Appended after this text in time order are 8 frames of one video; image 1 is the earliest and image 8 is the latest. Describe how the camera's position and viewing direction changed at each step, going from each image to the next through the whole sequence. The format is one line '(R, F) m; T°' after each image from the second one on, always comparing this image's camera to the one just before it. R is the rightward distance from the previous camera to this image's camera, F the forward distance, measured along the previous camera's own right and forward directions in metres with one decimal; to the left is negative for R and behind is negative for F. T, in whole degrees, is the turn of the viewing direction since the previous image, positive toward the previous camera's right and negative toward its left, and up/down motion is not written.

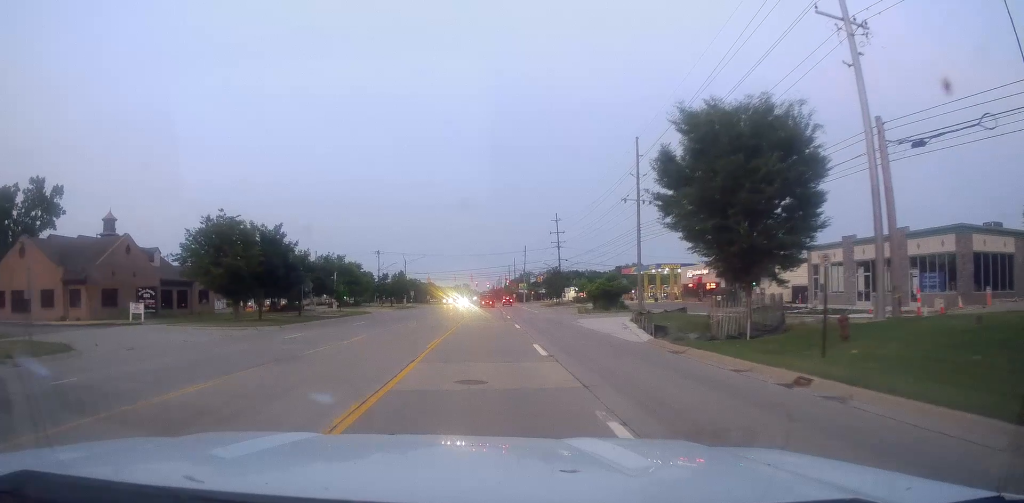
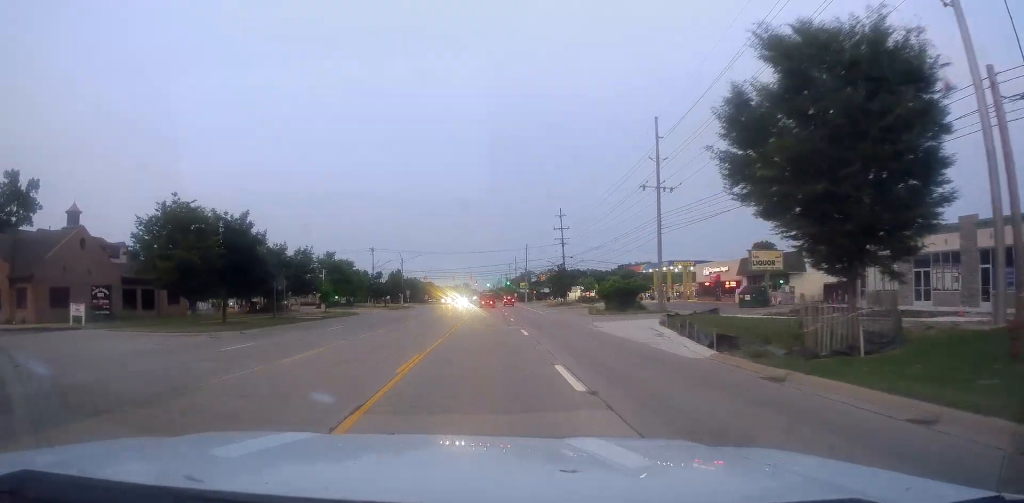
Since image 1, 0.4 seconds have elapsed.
(0.0, +7.2) m; 0°
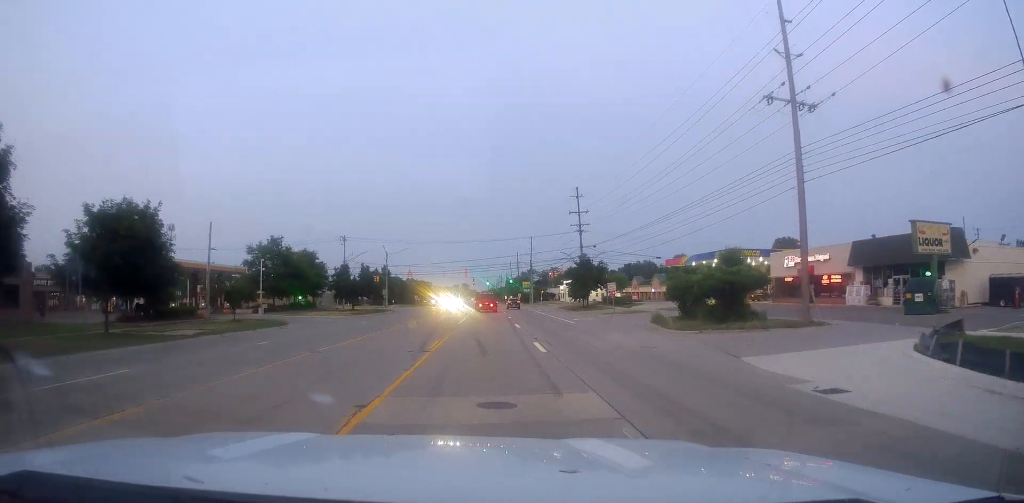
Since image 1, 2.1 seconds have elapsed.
(-0.1, +26.6) m; -1°
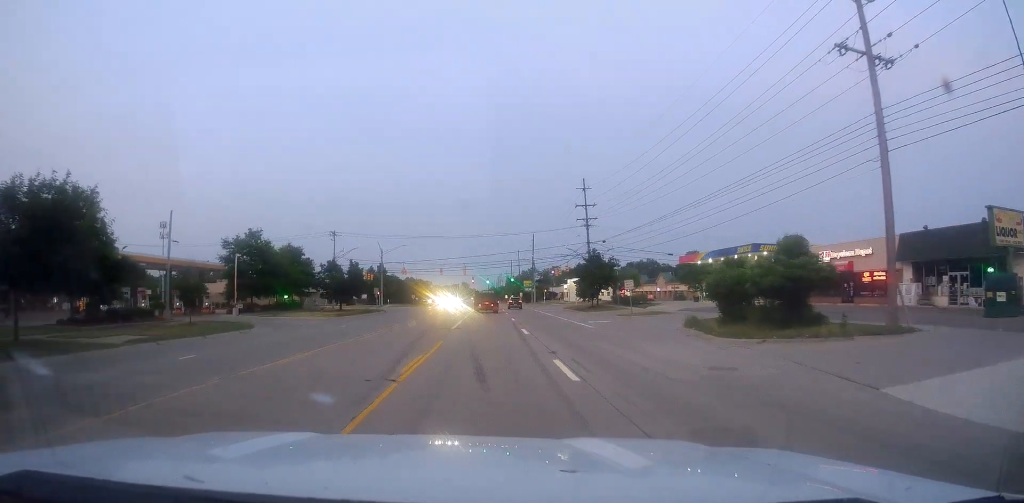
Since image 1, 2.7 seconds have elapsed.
(-0.2, +7.5) m; 0°
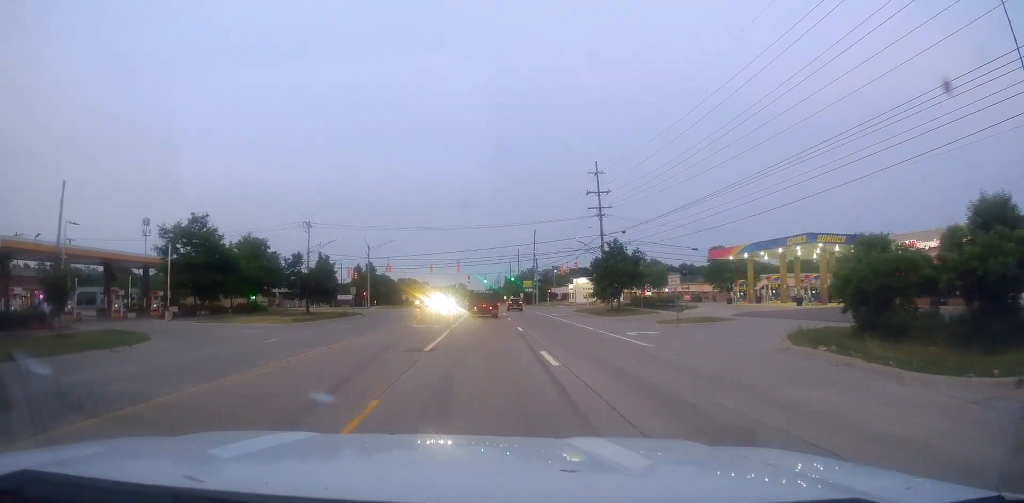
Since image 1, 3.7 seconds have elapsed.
(+0.1, +14.2) m; +1°
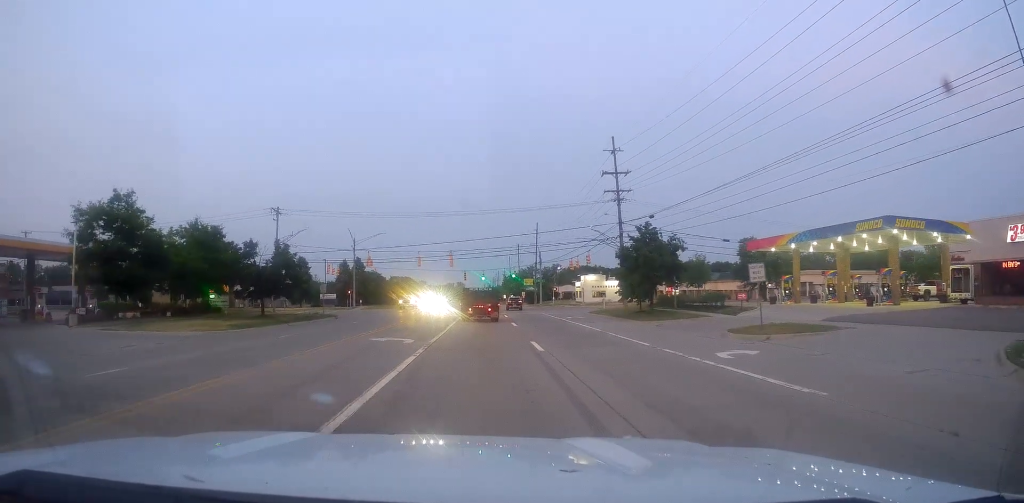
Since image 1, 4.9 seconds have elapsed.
(+0.1, +13.6) m; 0°
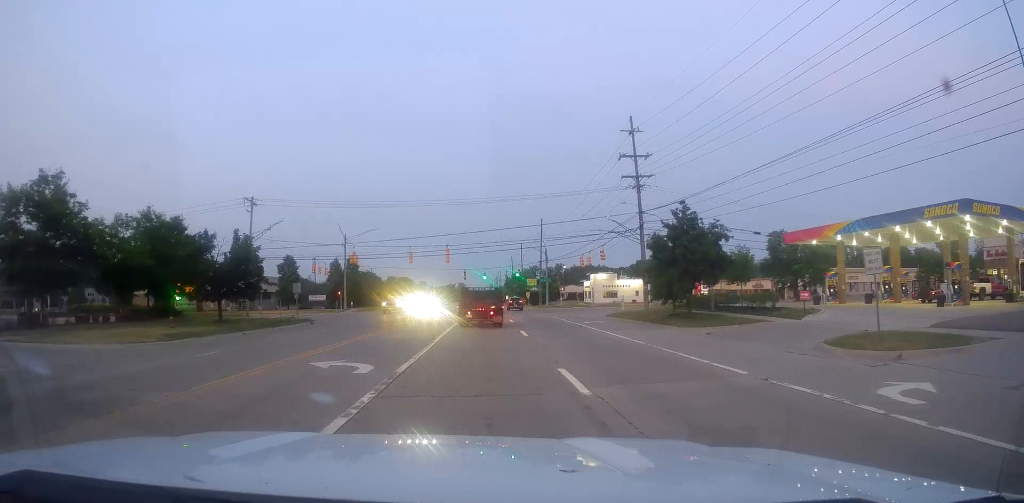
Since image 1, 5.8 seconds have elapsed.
(0.0, +9.7) m; 0°
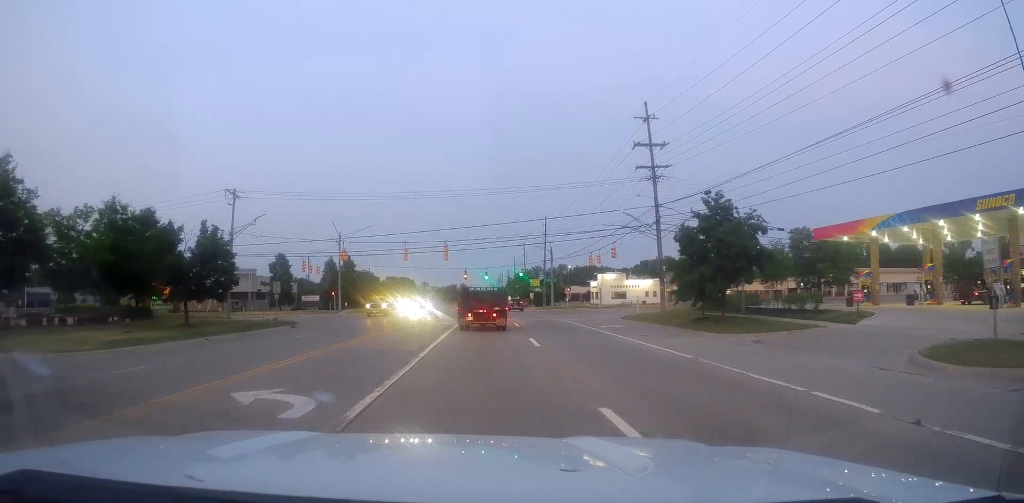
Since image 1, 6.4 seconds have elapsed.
(0.0, +6.0) m; 0°
